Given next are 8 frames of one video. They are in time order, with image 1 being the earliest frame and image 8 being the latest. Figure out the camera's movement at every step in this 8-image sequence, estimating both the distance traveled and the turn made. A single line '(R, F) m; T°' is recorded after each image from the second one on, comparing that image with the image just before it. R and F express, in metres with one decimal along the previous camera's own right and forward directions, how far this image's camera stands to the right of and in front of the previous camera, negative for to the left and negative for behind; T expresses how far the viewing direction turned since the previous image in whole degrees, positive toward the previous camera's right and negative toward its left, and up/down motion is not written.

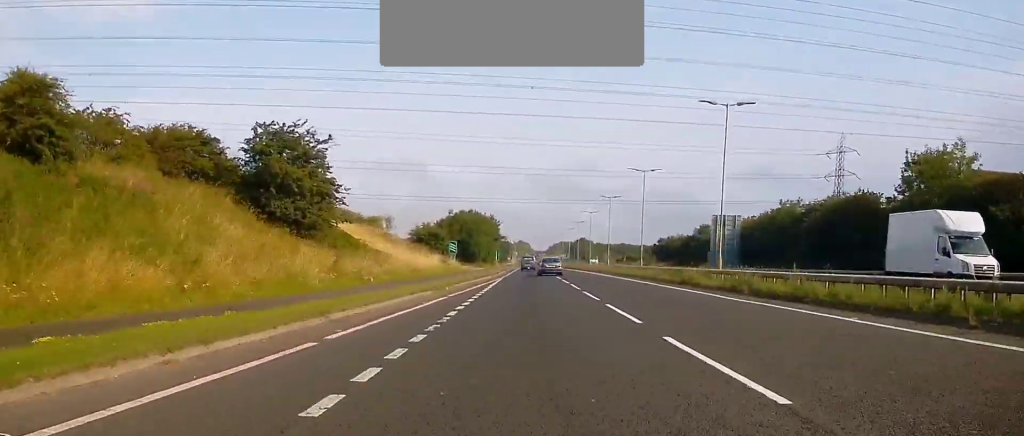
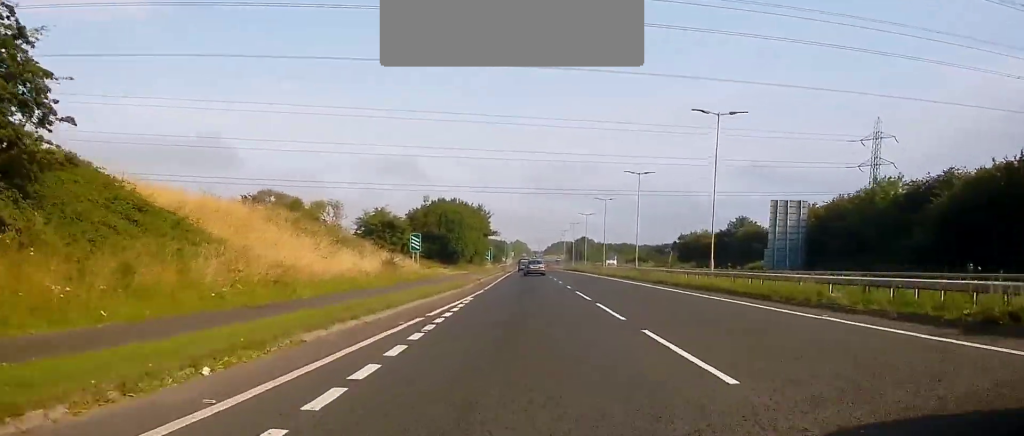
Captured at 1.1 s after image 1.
(0.0, +25.4) m; 0°
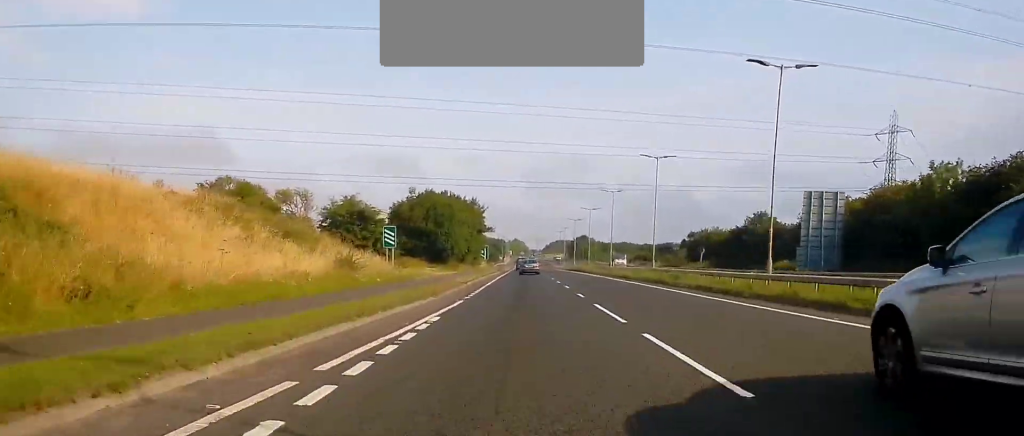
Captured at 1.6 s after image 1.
(0.0, +9.7) m; 0°
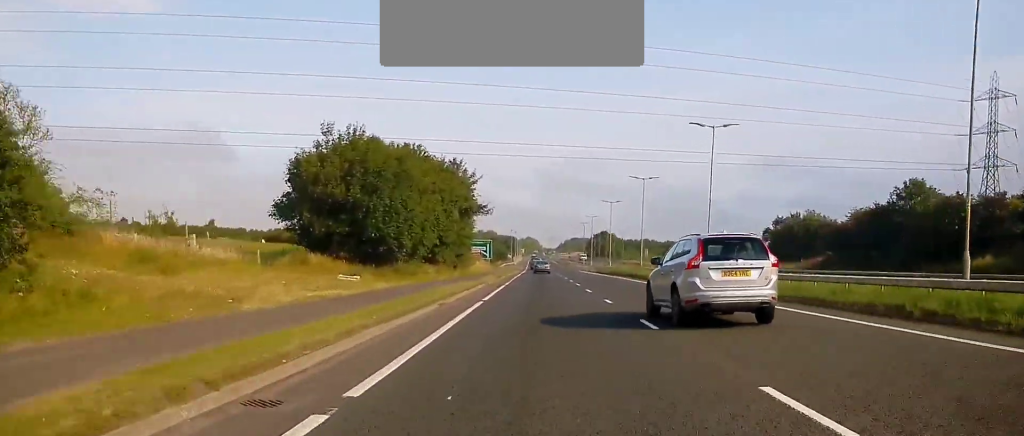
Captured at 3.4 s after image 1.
(0.0, +39.2) m; 0°
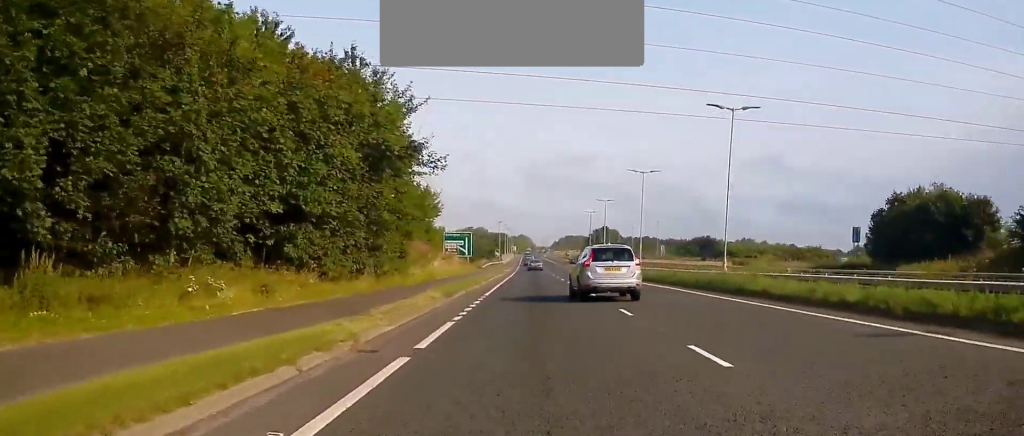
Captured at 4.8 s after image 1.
(-0.4, +31.5) m; 0°
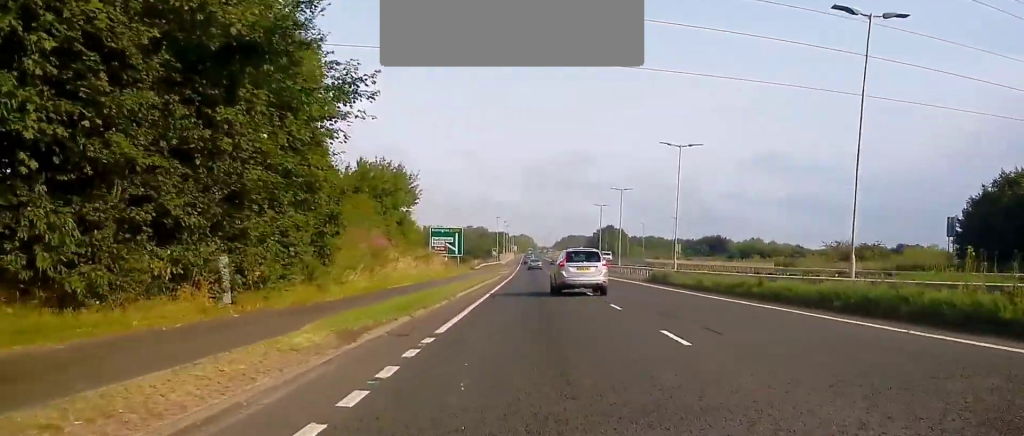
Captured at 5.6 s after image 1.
(+0.1, +14.9) m; 0°
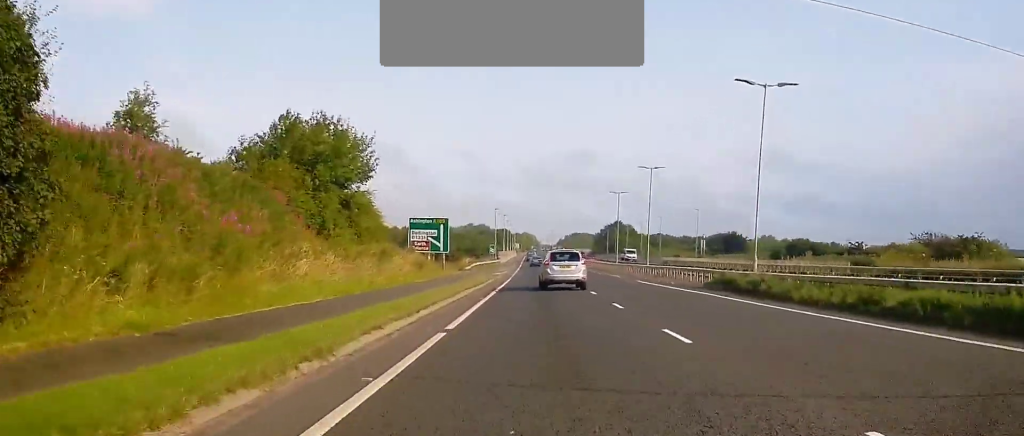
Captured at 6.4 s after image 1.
(+0.2, +16.5) m; 0°
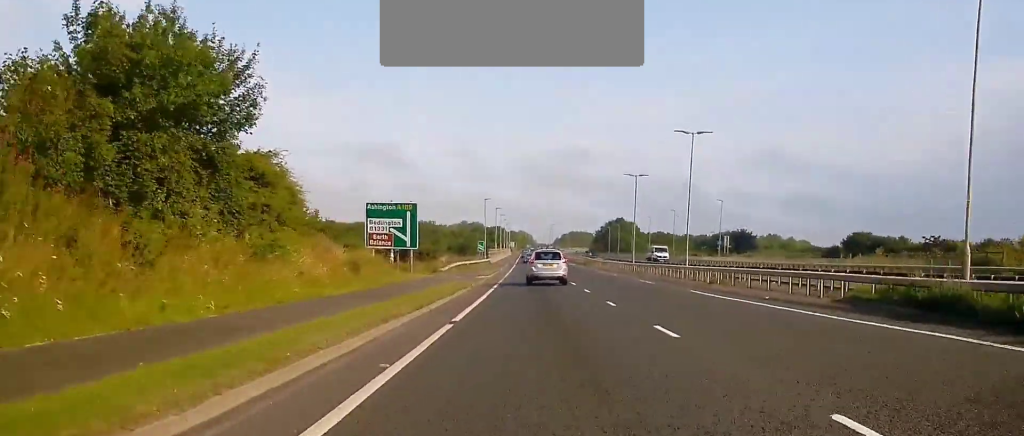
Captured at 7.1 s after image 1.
(-0.4, +16.0) m; 0°
